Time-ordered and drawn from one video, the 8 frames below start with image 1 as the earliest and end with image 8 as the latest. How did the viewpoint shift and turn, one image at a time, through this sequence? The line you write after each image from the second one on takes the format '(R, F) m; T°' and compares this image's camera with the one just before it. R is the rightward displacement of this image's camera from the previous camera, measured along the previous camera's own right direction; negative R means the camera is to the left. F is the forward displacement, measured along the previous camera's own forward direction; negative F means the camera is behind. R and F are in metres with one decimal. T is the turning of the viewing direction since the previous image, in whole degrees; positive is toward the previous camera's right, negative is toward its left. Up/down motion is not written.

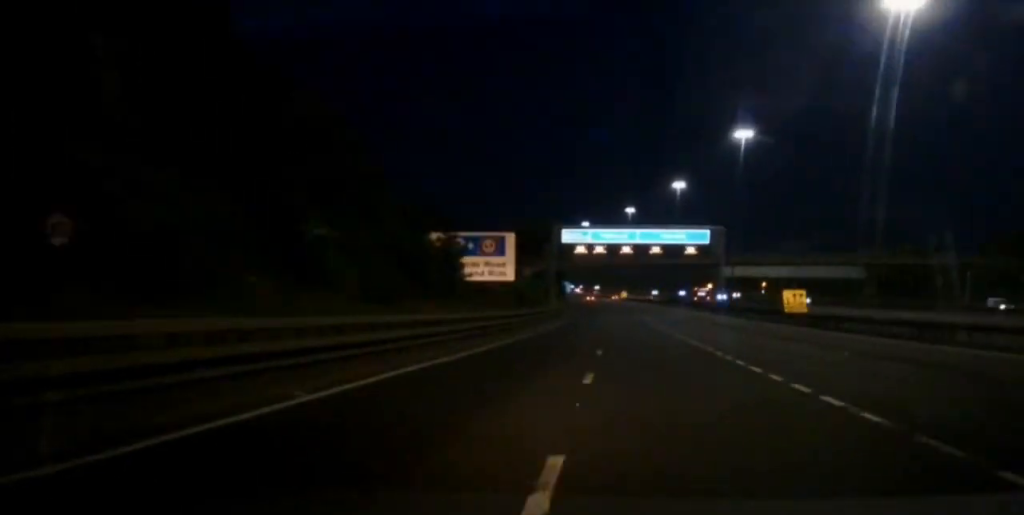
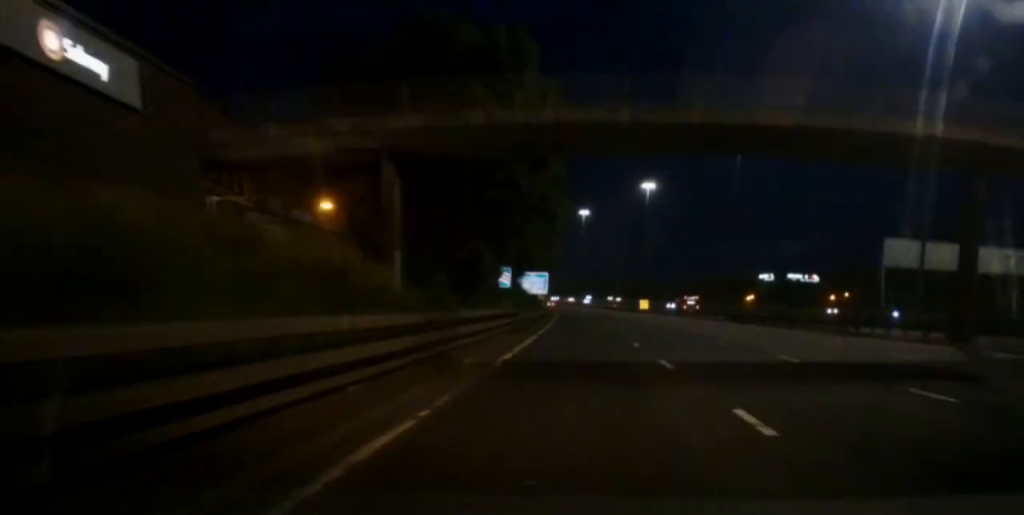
(+1.6, +98.3) m; -2°
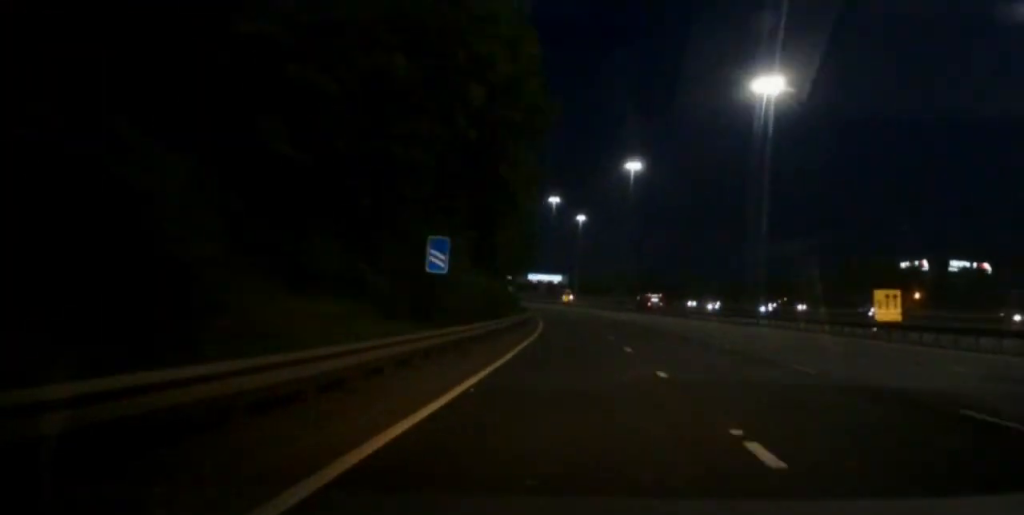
(-2.3, +114.4) m; -4°
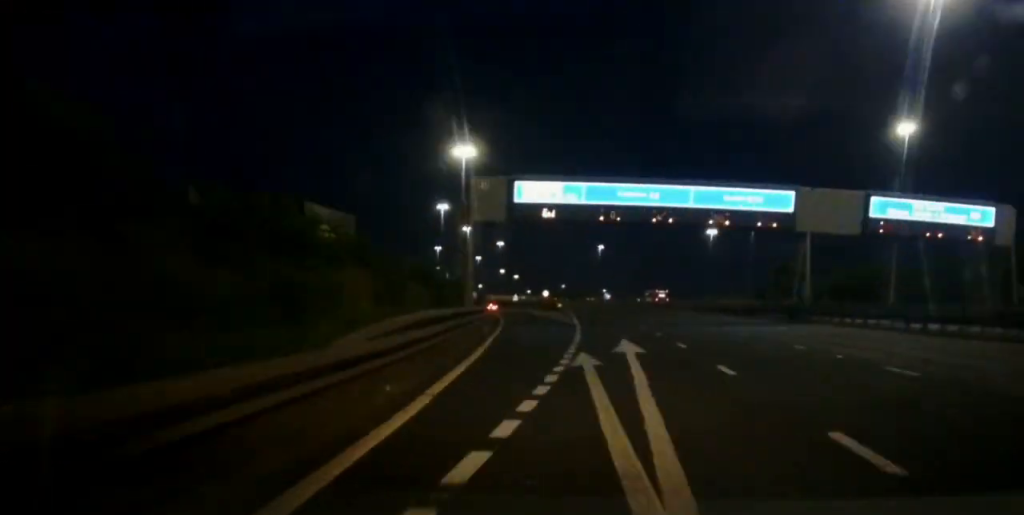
(-21.0, +195.1) m; -13°
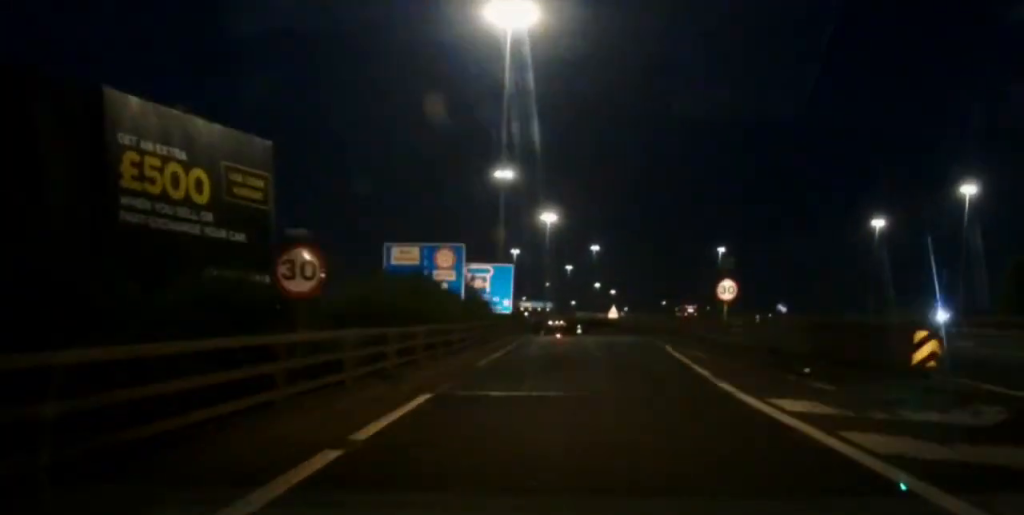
(-4.0, +78.1) m; -5°
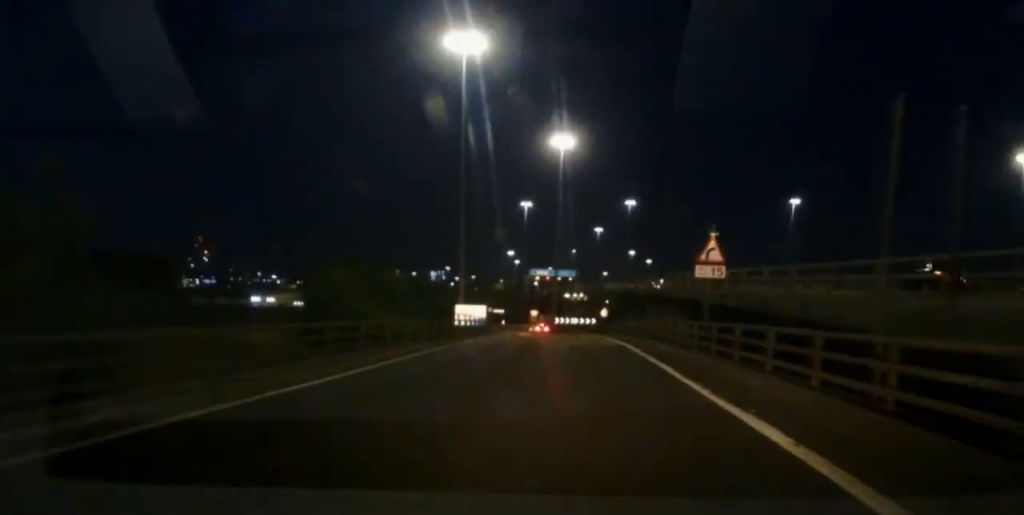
(-3.5, +59.7) m; -1°
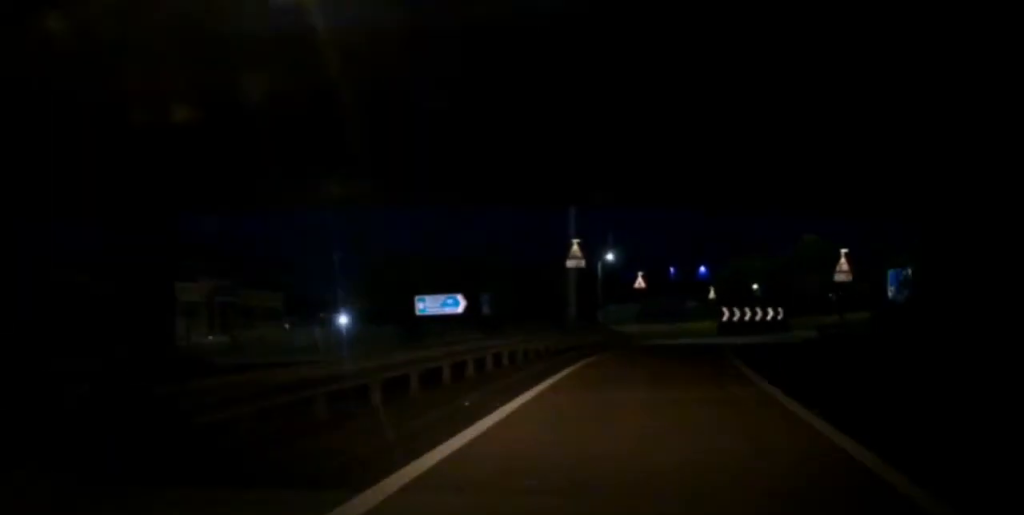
(+44.4, +111.7) m; +114°
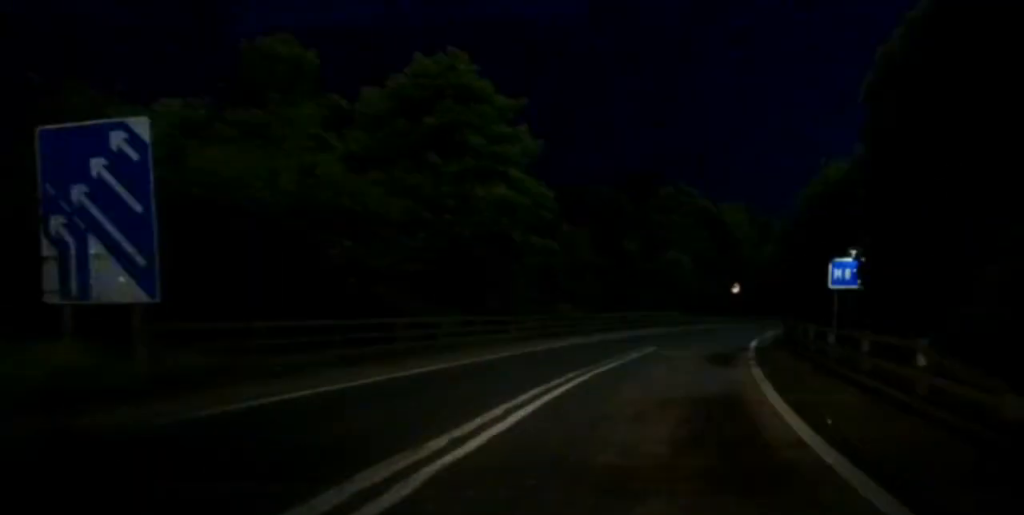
(+40.1, +52.4) m; +46°
